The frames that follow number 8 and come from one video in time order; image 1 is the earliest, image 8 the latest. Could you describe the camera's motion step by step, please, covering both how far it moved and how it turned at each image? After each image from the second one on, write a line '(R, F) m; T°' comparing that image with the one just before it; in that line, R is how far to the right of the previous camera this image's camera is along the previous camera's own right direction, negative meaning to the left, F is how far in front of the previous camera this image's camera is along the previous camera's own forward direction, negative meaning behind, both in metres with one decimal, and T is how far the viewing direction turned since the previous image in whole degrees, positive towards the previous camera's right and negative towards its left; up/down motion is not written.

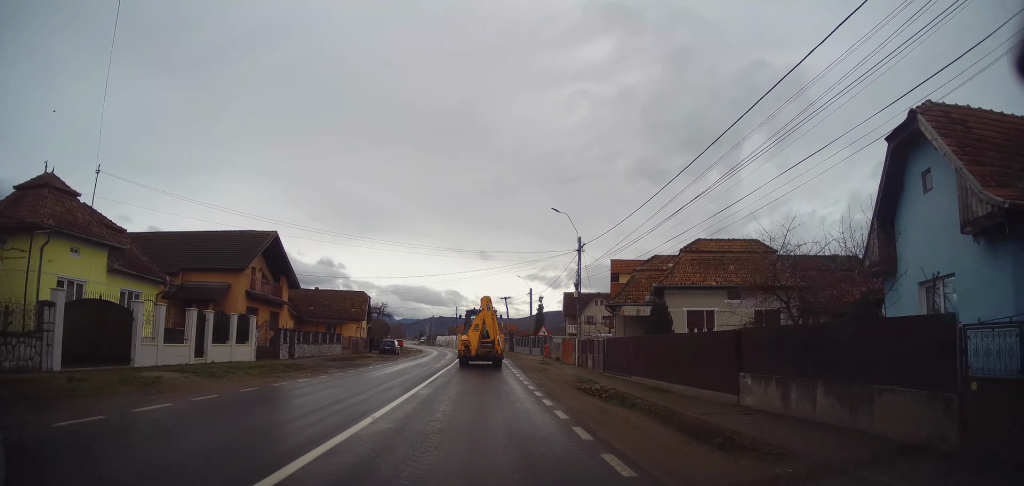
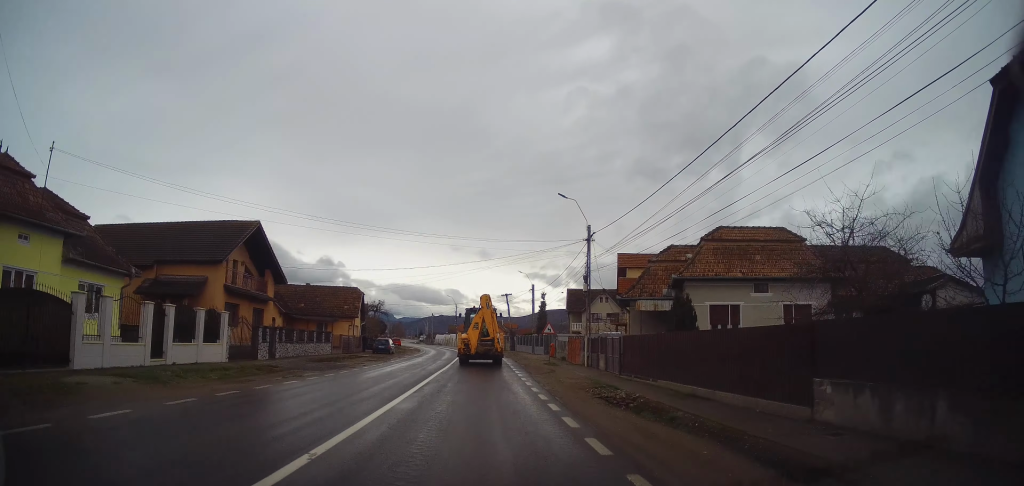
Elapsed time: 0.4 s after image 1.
(0.0, +3.0) m; 0°
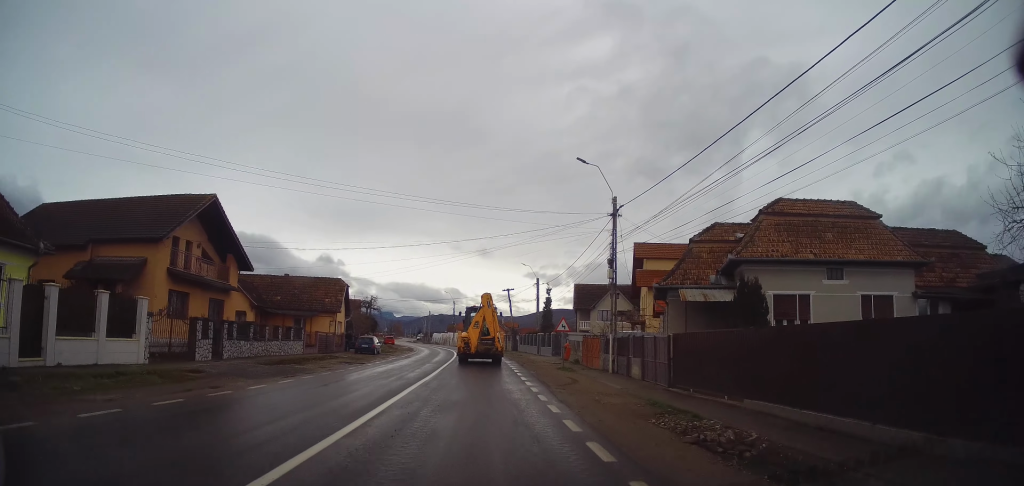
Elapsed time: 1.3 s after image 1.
(+0.1, +6.1) m; +1°
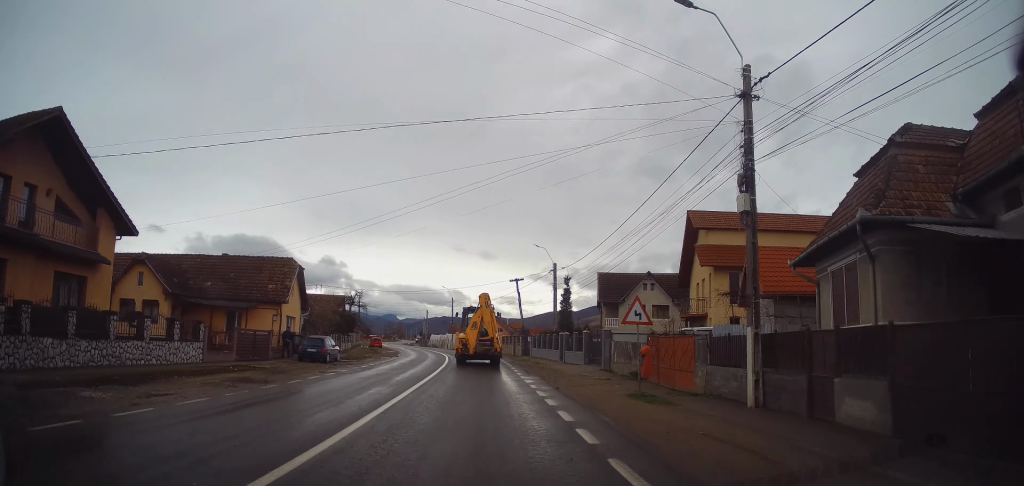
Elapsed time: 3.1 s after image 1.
(0.0, +13.1) m; -4°
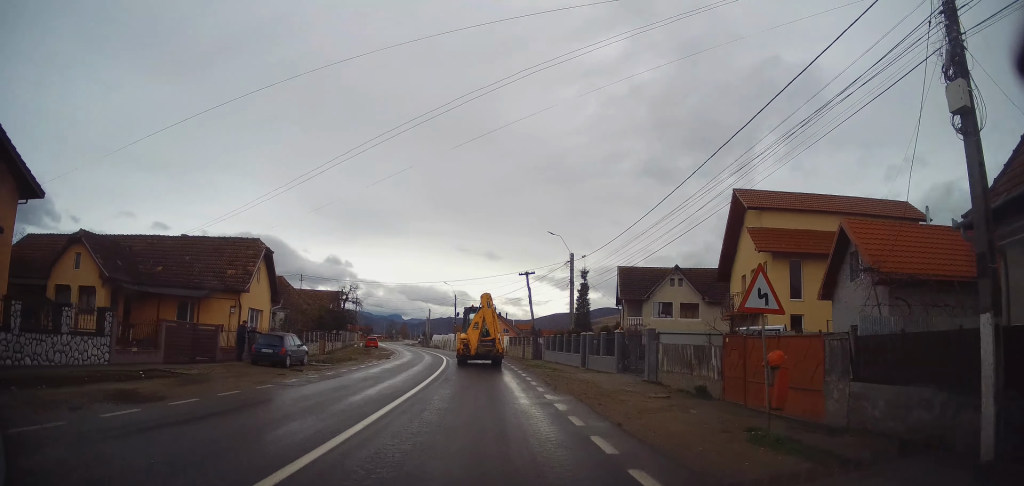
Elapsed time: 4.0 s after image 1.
(-0.4, +6.4) m; 0°
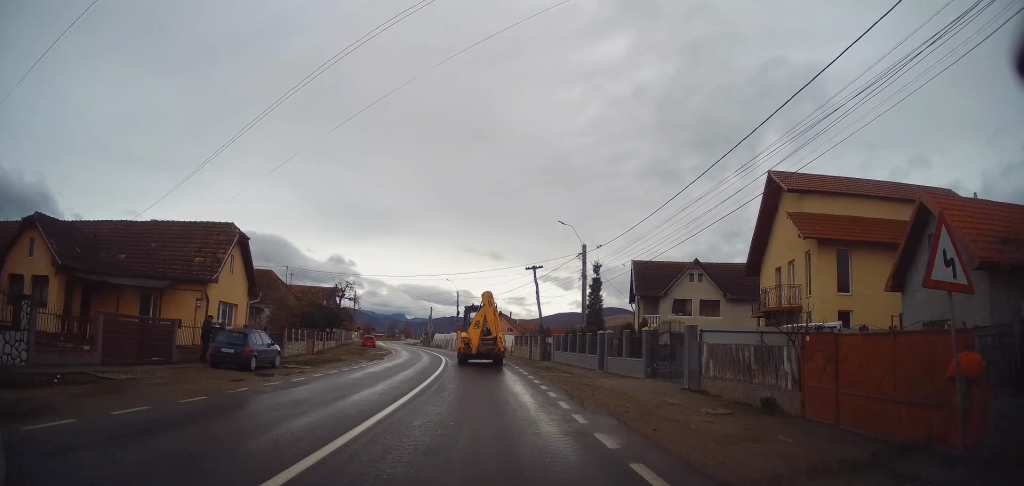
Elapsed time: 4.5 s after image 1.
(+0.1, +3.7) m; +2°
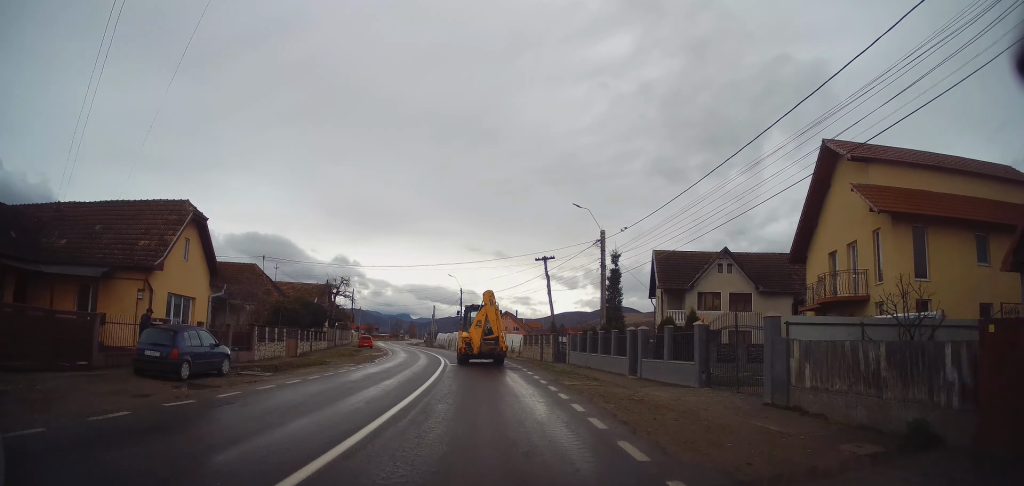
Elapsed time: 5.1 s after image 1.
(+0.2, +4.7) m; +2°
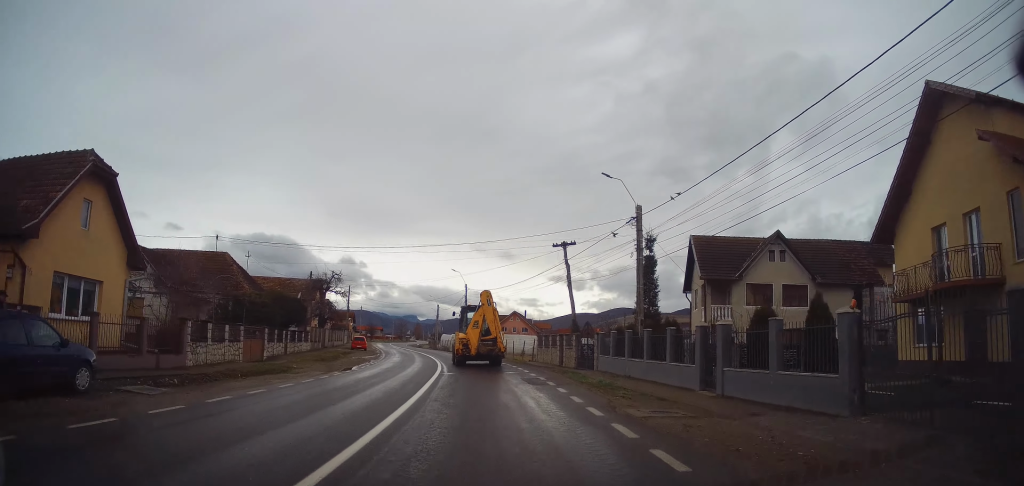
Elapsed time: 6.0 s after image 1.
(0.0, +6.6) m; 0°
